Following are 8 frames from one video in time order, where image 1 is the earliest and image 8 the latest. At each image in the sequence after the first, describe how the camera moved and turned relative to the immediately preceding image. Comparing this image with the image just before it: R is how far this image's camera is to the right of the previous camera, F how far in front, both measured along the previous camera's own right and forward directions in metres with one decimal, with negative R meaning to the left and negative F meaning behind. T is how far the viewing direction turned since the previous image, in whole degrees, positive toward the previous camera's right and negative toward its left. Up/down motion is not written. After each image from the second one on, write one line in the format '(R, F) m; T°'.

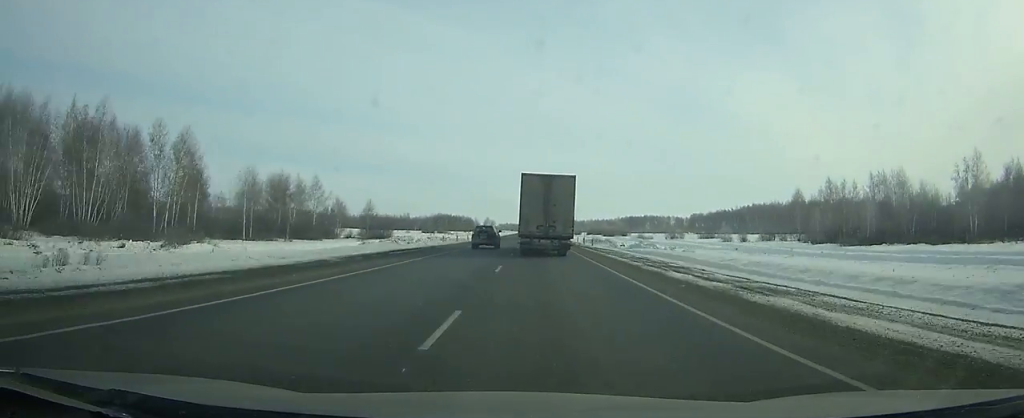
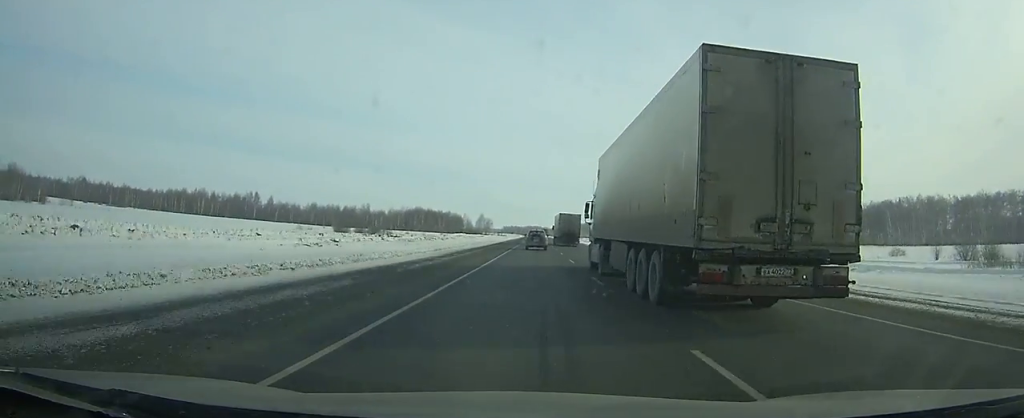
(-0.6, +138.2) m; 0°
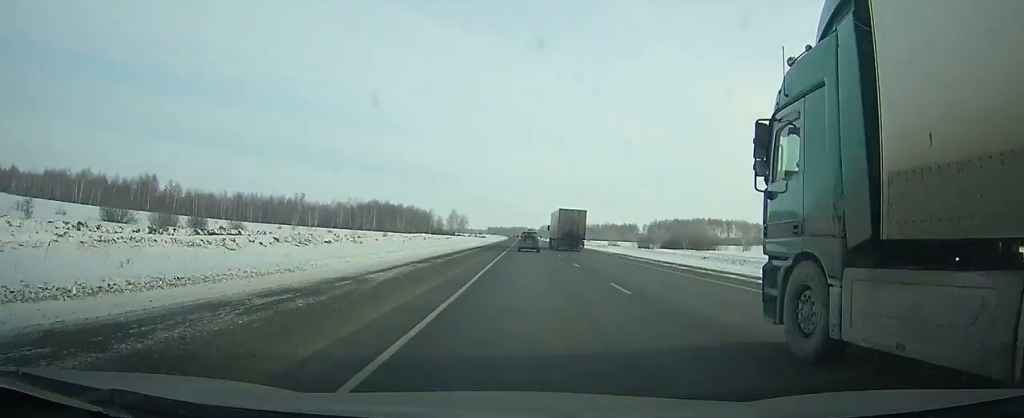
(+0.3, +84.1) m; +1°
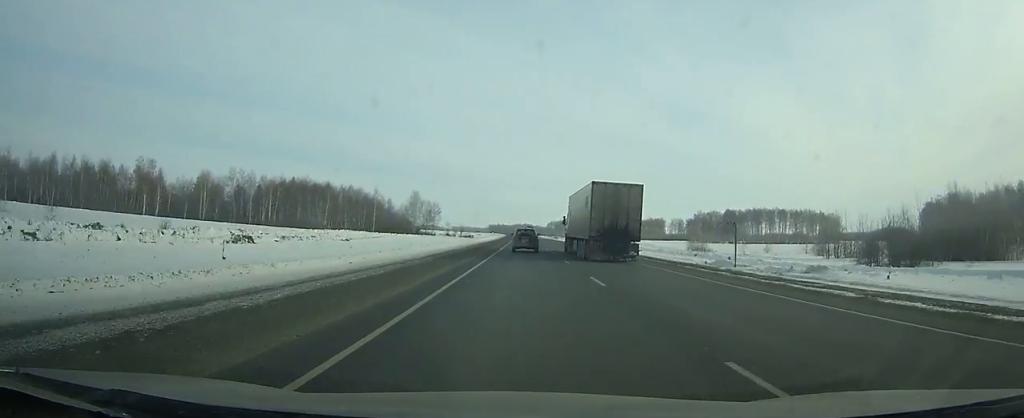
(+0.7, +117.1) m; 0°
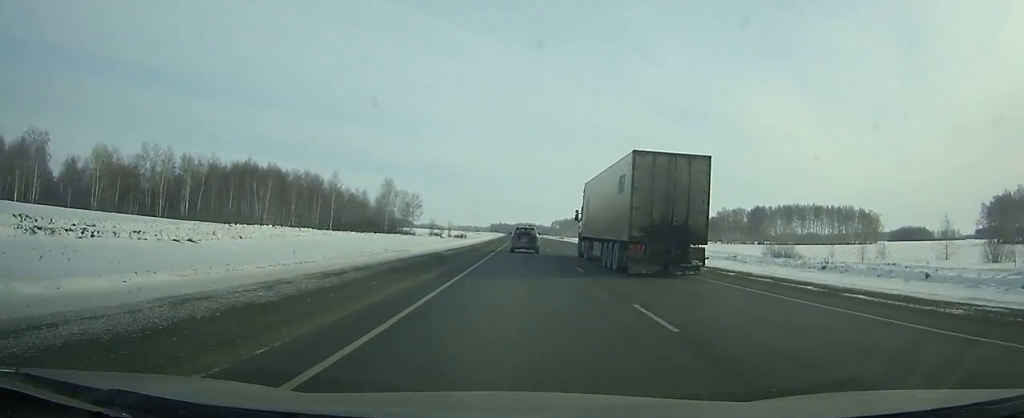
(+0.1, +43.1) m; 0°
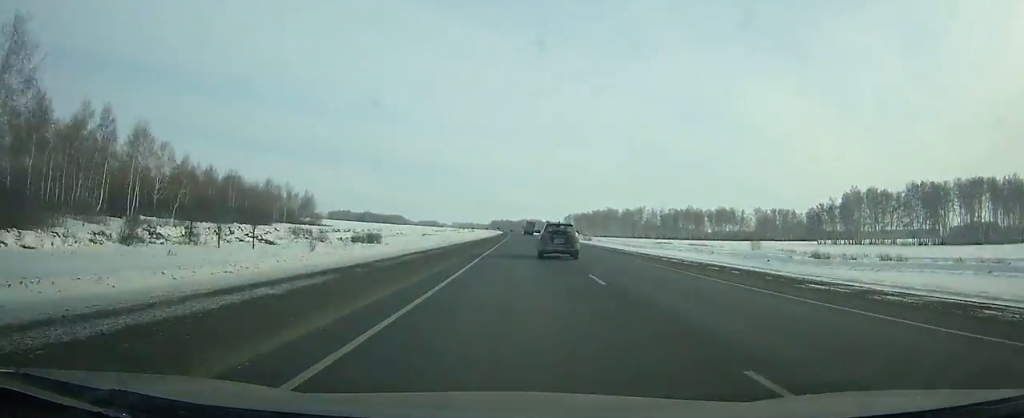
(-0.8, +136.9) m; 0°
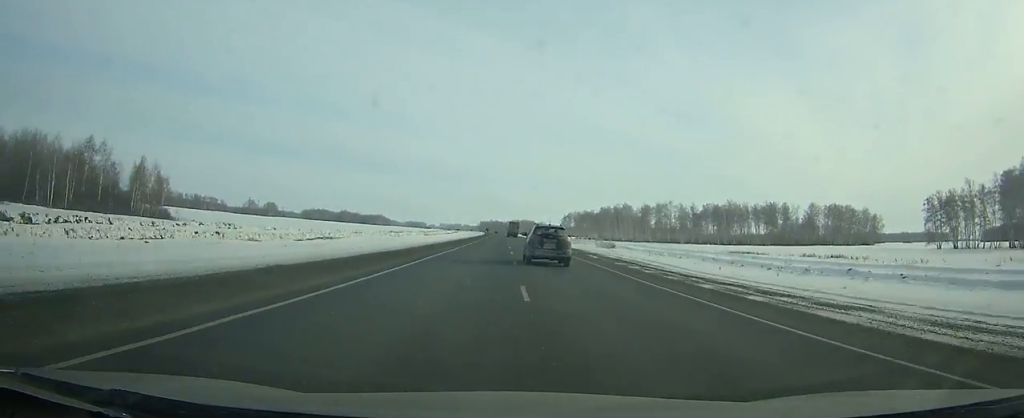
(+0.3, +89.1) m; 0°
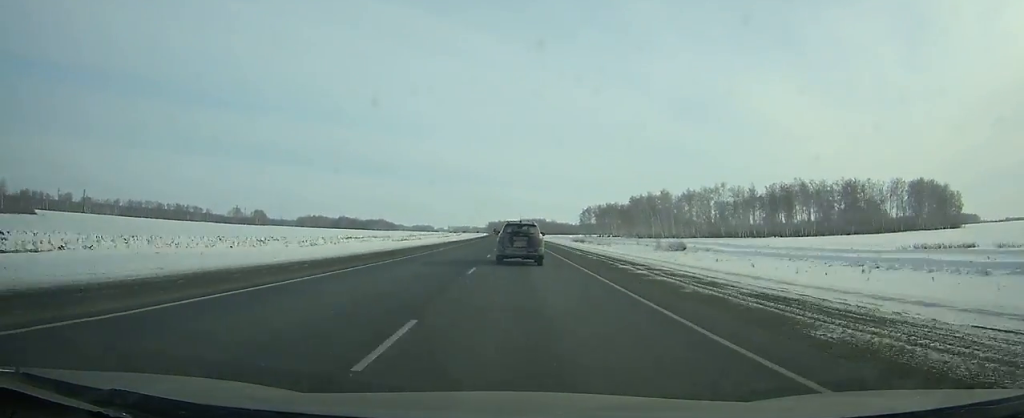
(0.0, +69.0) m; -1°
